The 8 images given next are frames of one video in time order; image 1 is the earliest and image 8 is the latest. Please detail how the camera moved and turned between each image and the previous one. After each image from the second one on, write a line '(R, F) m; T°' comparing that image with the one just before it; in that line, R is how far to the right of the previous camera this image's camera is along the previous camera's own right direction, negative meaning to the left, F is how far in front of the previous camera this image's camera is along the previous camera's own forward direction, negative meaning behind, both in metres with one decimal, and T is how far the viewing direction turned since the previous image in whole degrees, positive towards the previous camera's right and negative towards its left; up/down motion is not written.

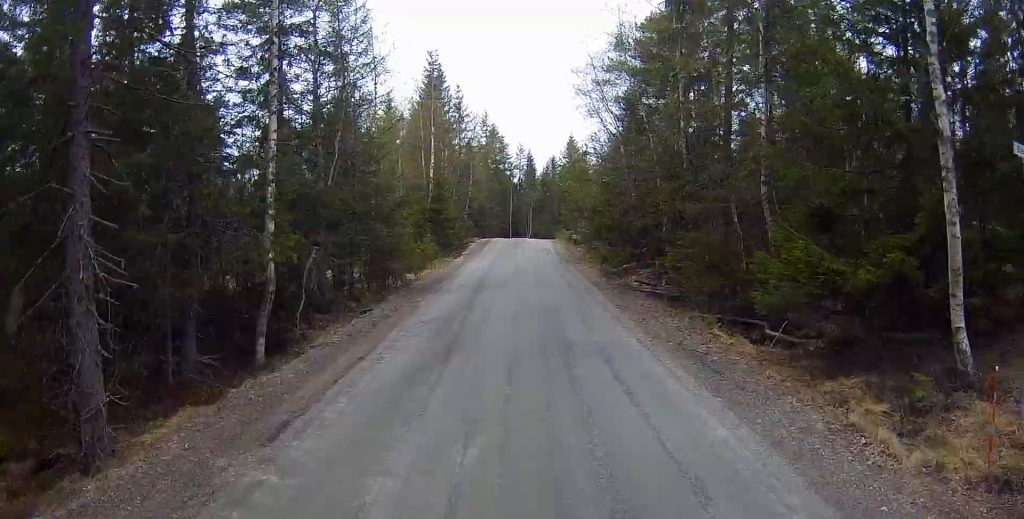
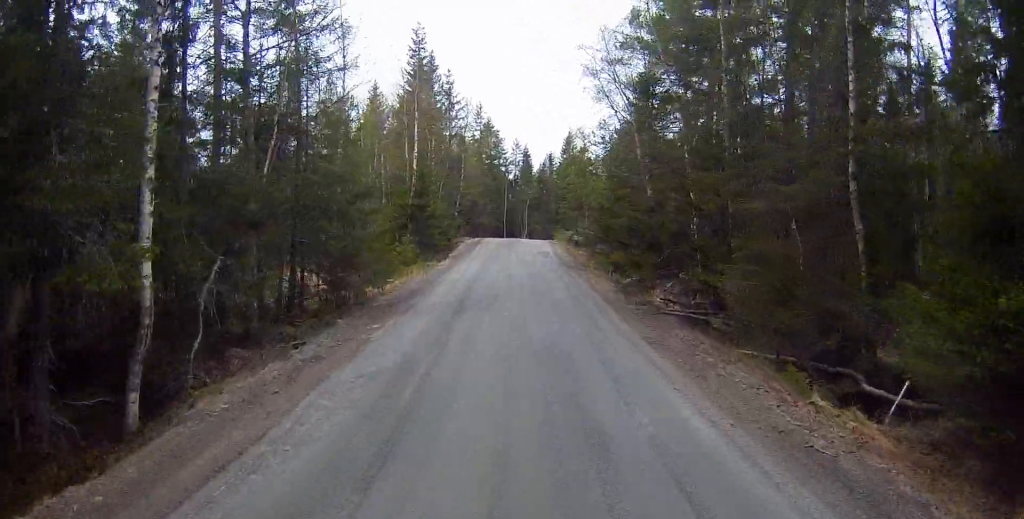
(-0.1, +4.1) m; +1°
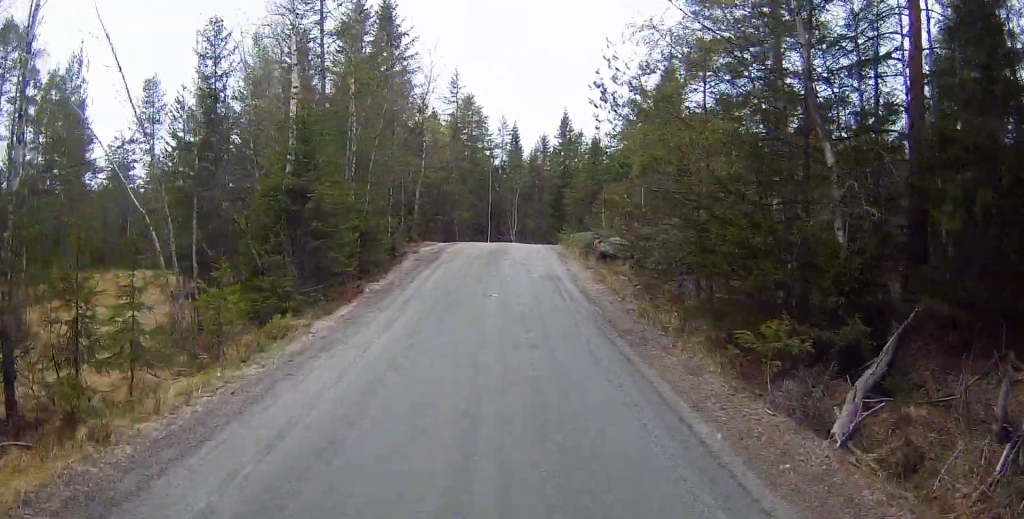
(+0.6, +15.0) m; +1°
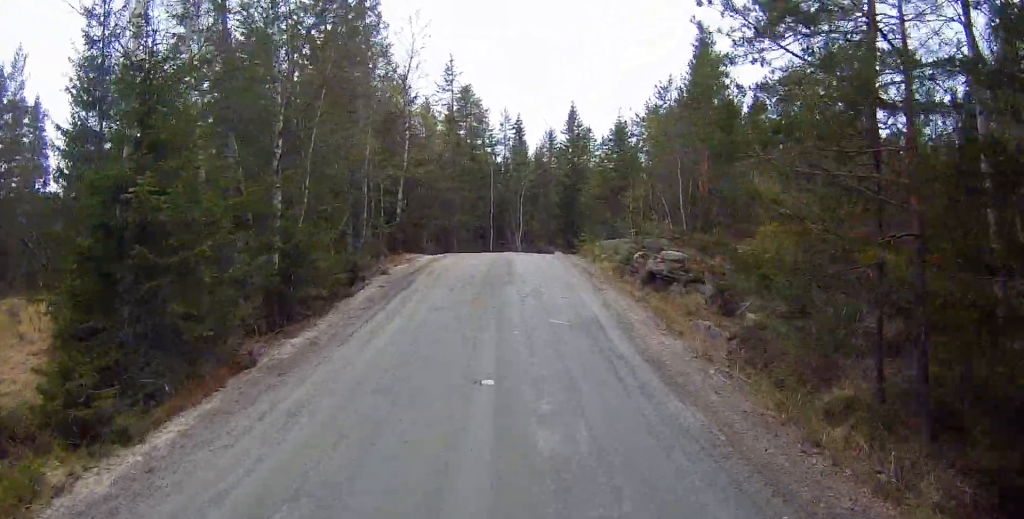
(-0.2, +7.2) m; -1°
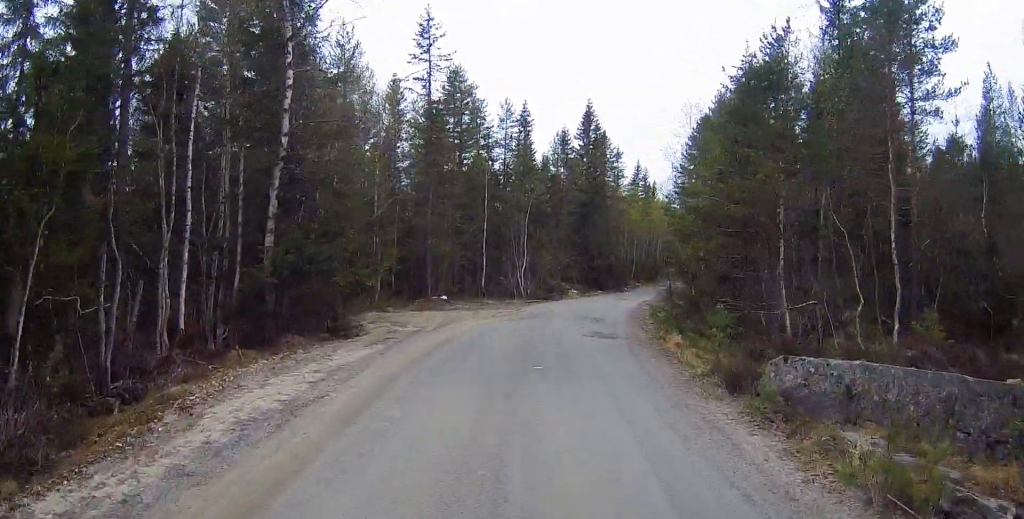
(0.0, +16.2) m; 0°
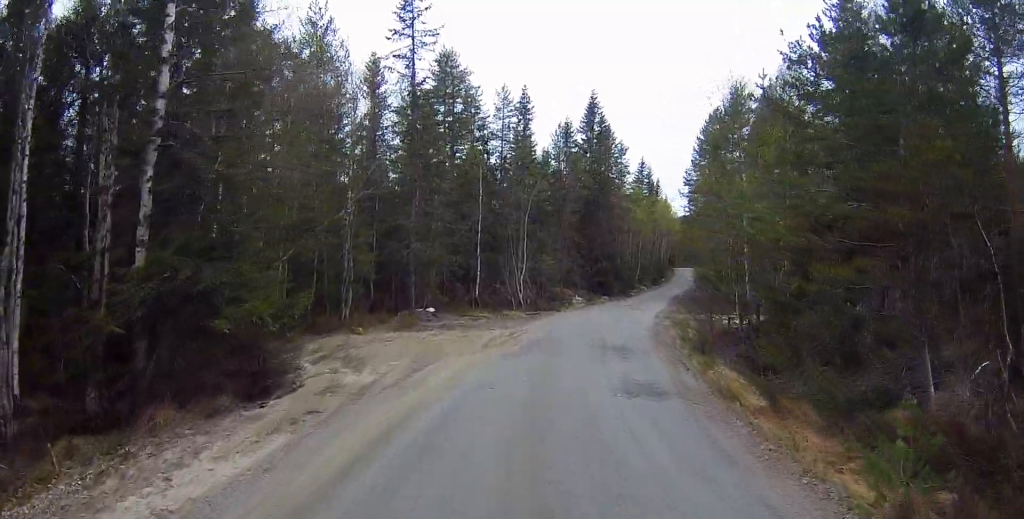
(+0.2, +4.9) m; -1°
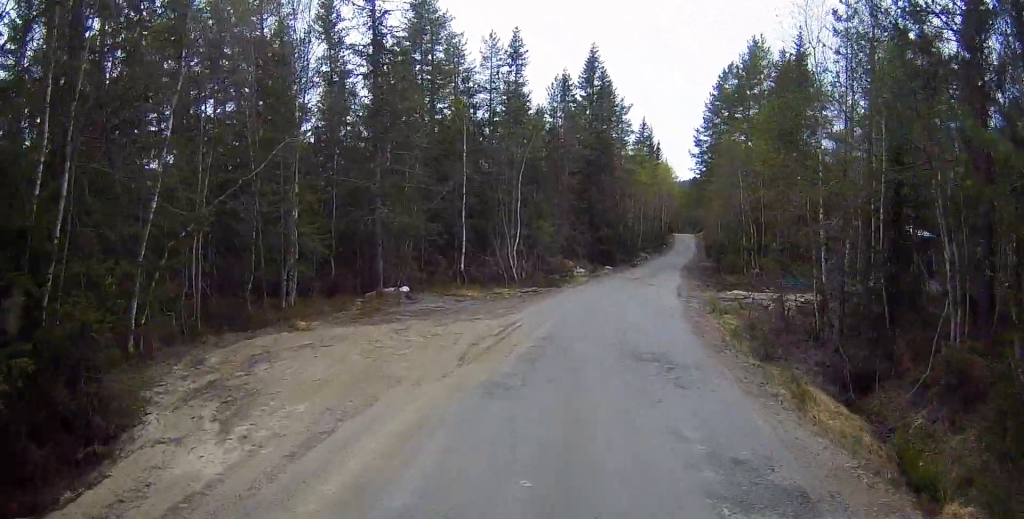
(-0.1, +5.6) m; 0°
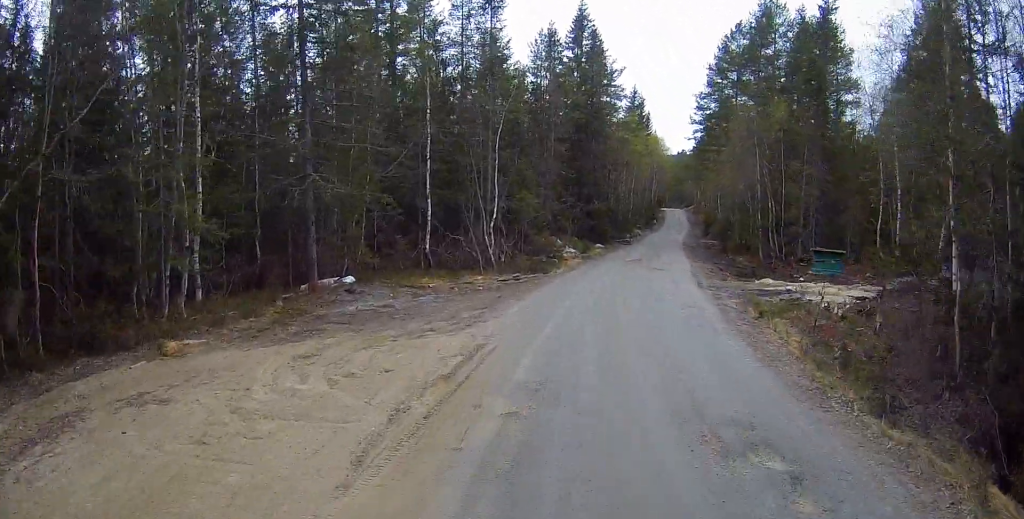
(-0.2, +5.9) m; +1°
